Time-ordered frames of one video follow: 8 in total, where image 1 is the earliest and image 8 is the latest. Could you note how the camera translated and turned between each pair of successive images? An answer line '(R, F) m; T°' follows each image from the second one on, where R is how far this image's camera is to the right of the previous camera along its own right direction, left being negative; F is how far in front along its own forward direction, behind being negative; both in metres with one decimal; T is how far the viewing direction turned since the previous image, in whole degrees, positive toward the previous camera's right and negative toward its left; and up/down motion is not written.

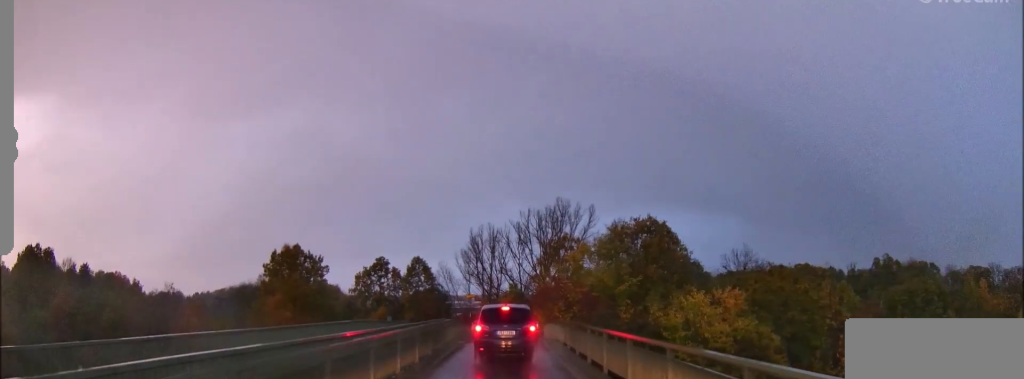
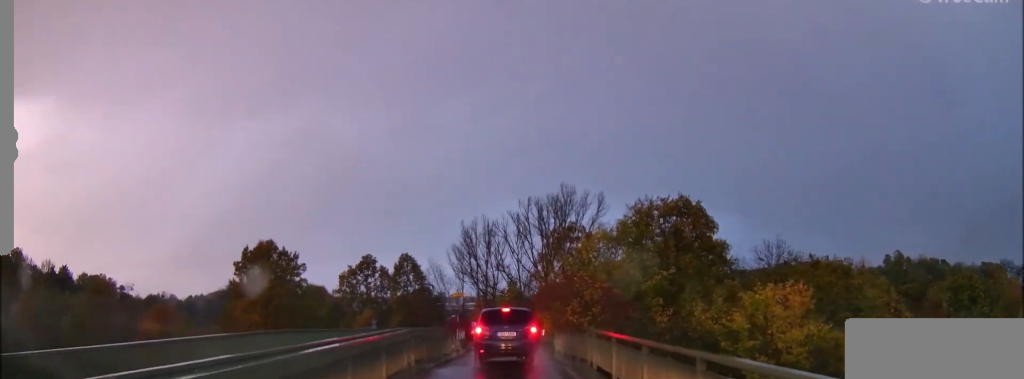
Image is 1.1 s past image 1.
(+0.2, +9.2) m; +1°
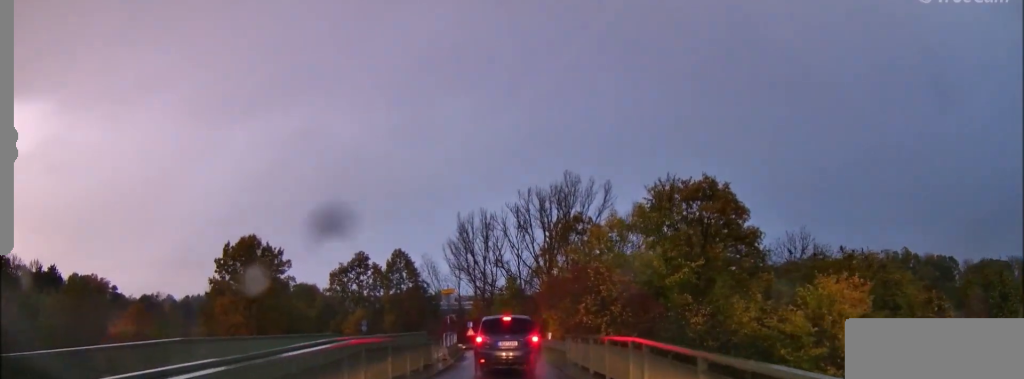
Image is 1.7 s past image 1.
(0.0, +4.8) m; 0°
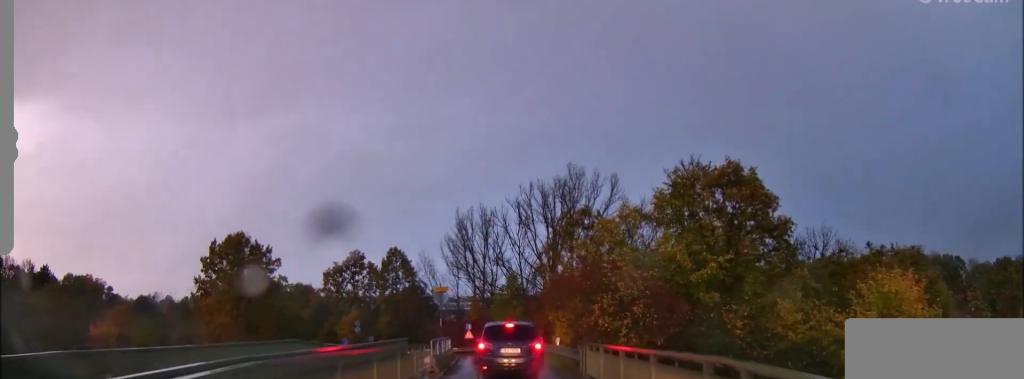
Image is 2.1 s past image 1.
(0.0, +3.3) m; -1°
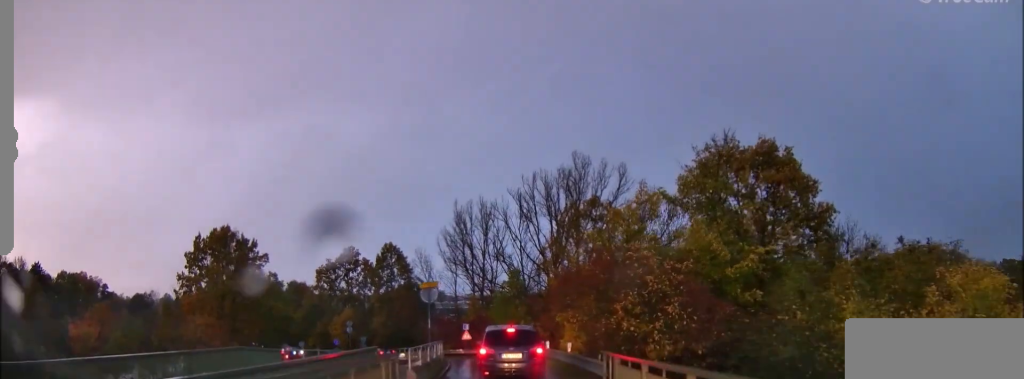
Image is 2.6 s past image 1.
(0.0, +3.4) m; -1°
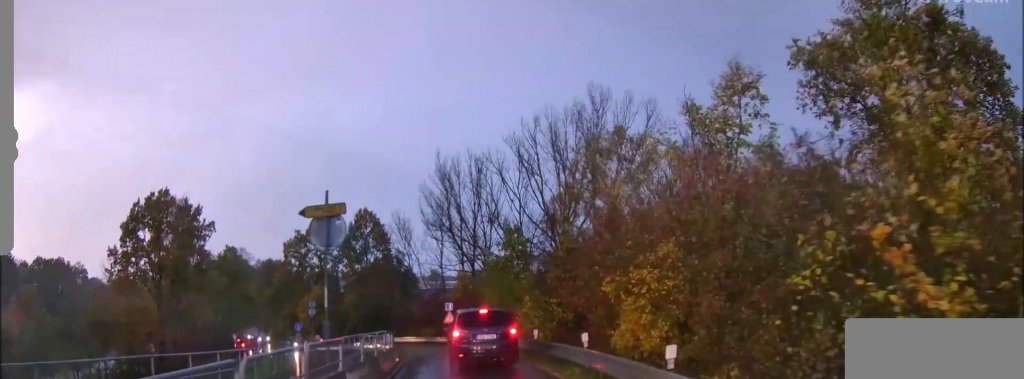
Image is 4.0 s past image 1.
(-0.4, +10.0) m; -4°
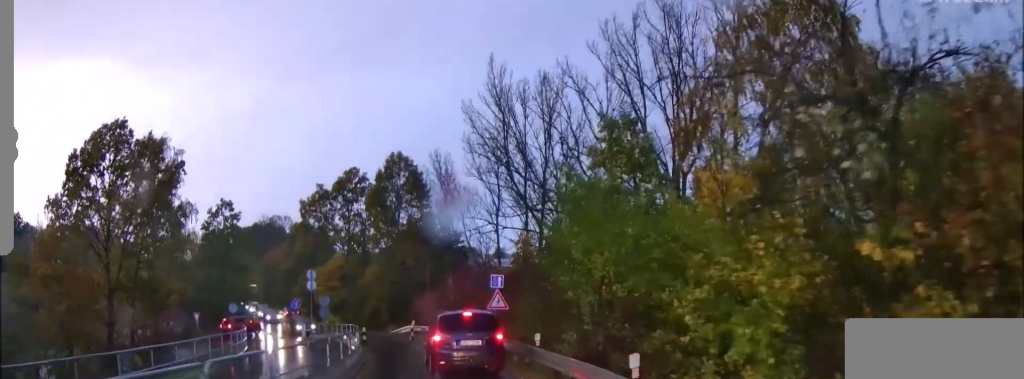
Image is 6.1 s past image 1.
(-0.1, +14.8) m; 0°
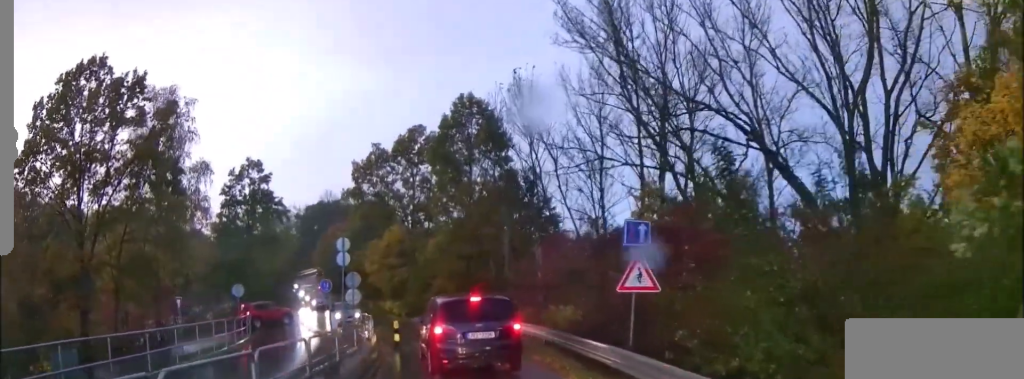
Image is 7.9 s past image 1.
(-0.8, +12.8) m; -13°
